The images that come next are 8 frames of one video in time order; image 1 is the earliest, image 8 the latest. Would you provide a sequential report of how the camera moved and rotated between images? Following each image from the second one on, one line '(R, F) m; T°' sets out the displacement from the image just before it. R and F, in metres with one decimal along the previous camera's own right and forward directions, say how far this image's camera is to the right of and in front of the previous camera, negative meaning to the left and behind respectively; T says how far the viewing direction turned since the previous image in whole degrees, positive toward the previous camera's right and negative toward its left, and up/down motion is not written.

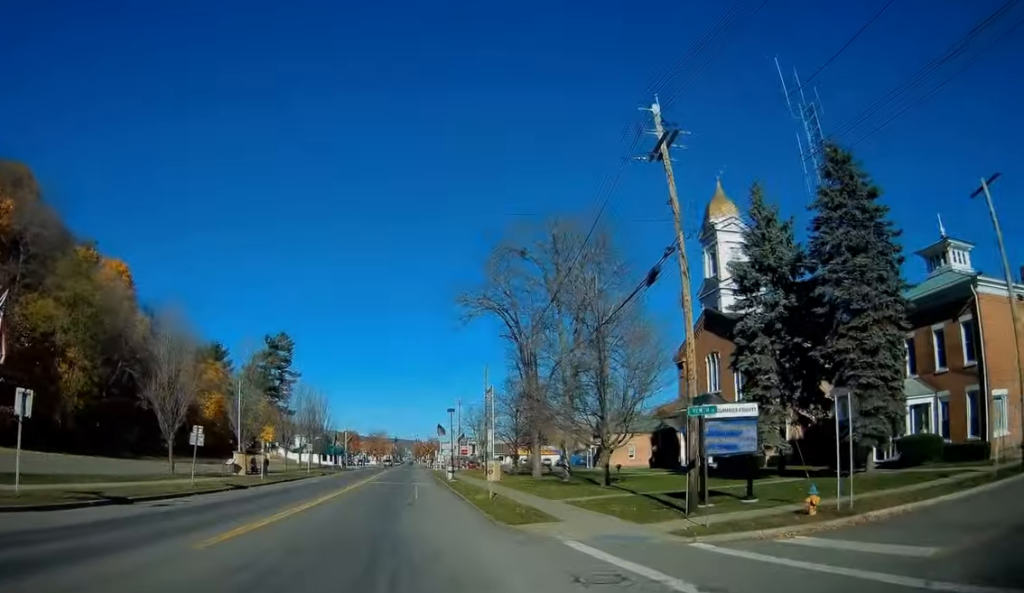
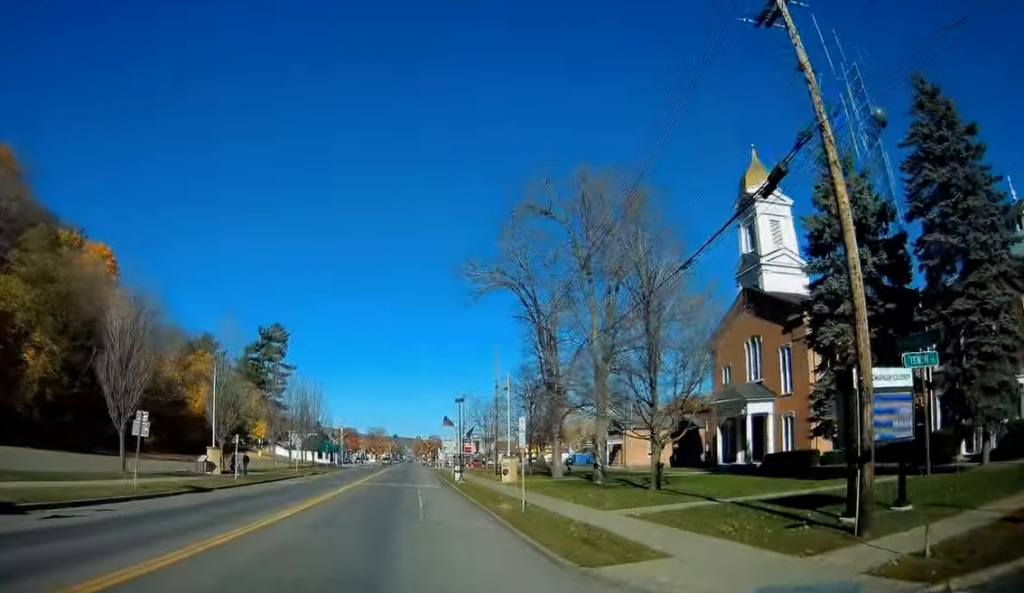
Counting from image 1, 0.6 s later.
(-0.3, +7.4) m; -1°
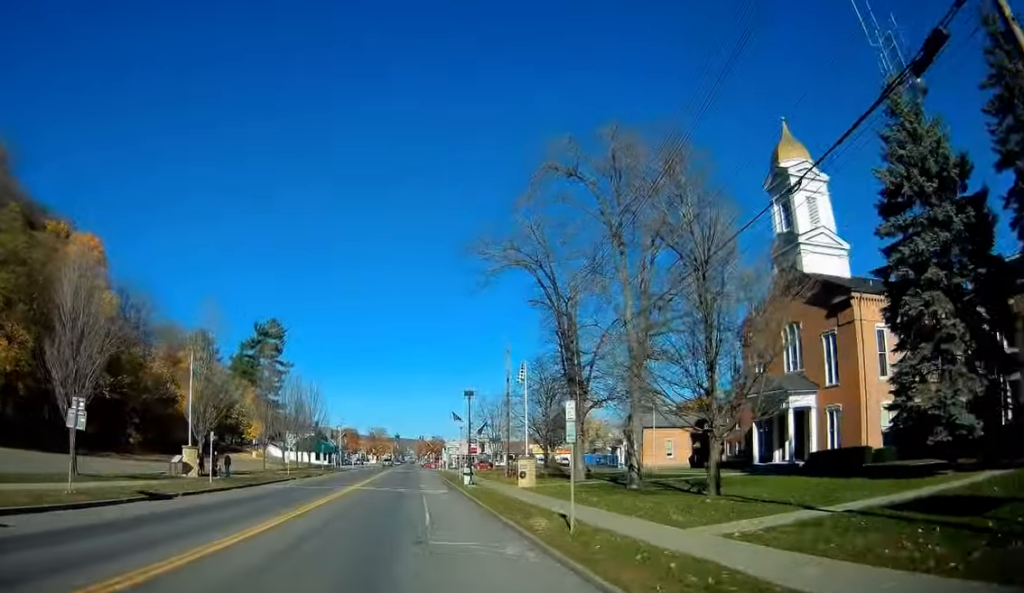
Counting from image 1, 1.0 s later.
(-0.1, +5.7) m; -1°
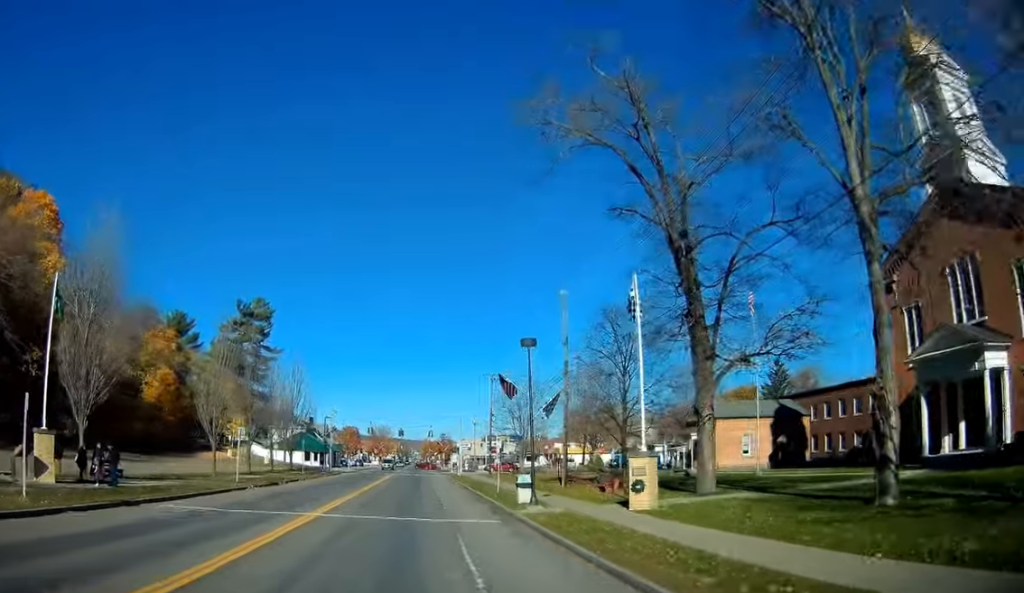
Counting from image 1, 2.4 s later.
(+0.2, +18.4) m; +1°
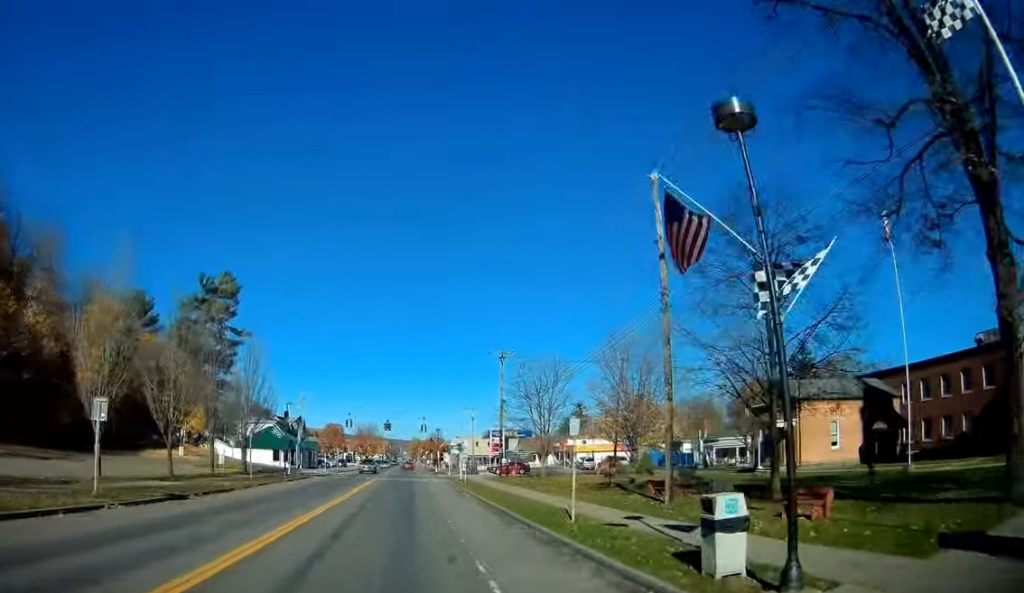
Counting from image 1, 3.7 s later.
(+0.2, +16.7) m; 0°
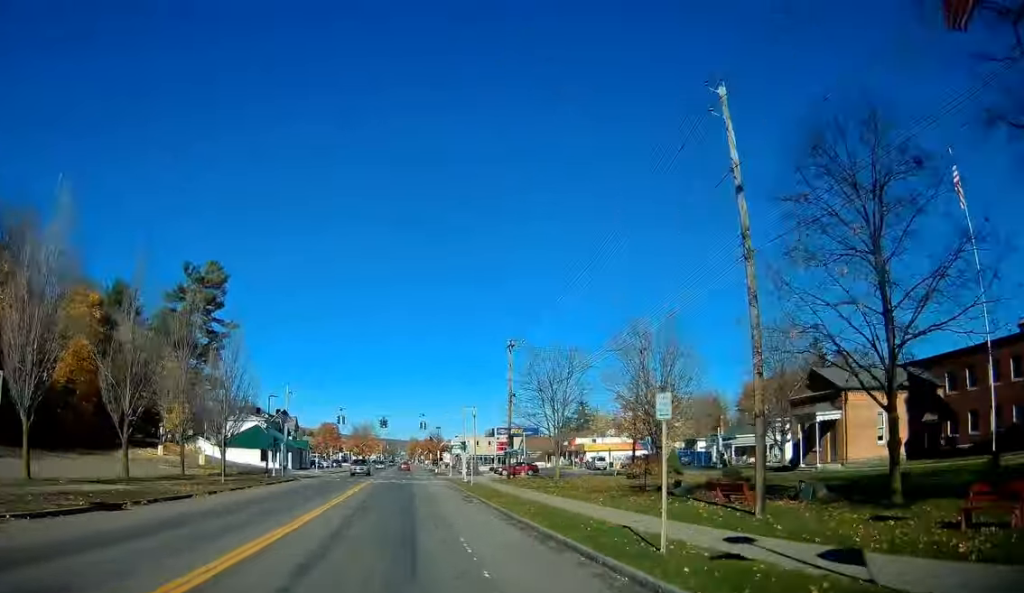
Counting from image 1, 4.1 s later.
(0.0, +6.1) m; 0°
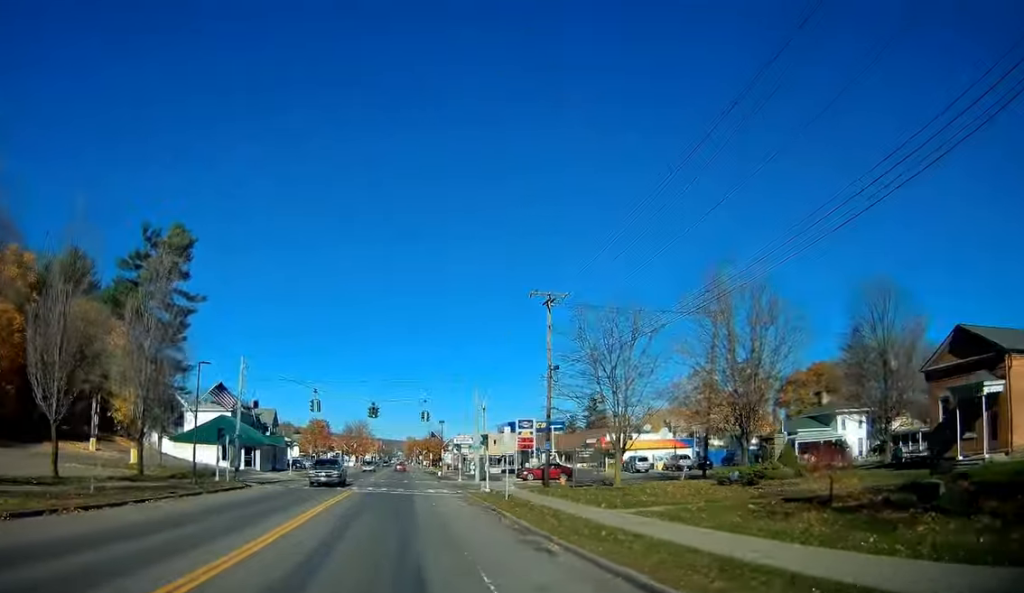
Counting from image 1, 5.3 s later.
(-0.1, +15.7) m; +1°
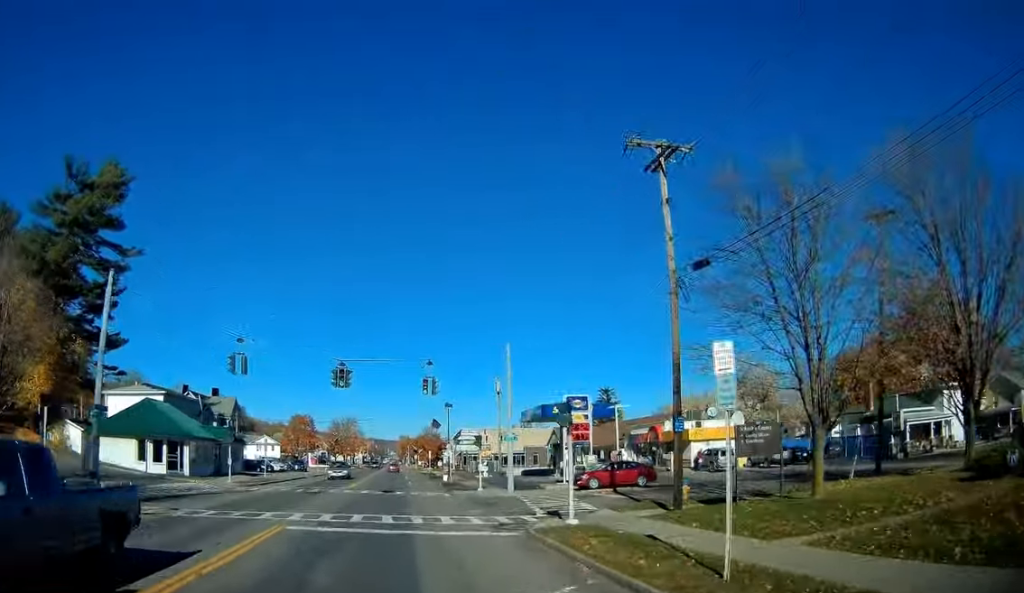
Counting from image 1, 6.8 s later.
(+0.3, +19.5) m; +1°
